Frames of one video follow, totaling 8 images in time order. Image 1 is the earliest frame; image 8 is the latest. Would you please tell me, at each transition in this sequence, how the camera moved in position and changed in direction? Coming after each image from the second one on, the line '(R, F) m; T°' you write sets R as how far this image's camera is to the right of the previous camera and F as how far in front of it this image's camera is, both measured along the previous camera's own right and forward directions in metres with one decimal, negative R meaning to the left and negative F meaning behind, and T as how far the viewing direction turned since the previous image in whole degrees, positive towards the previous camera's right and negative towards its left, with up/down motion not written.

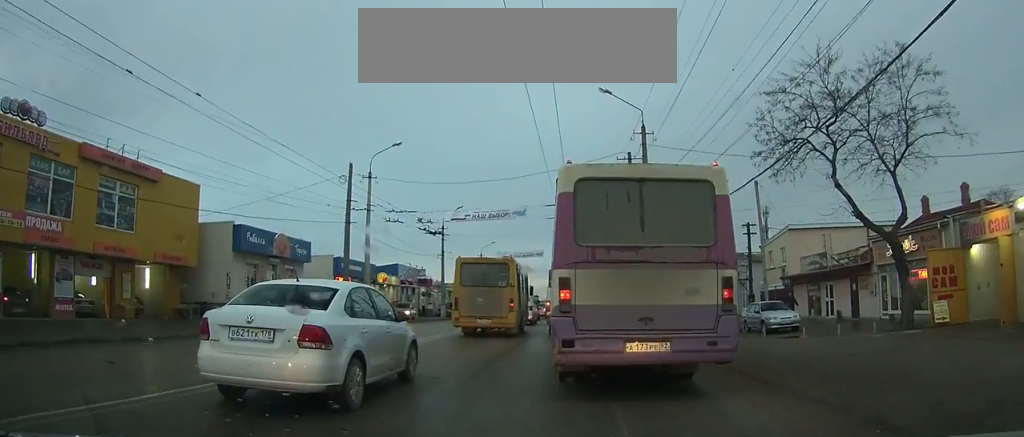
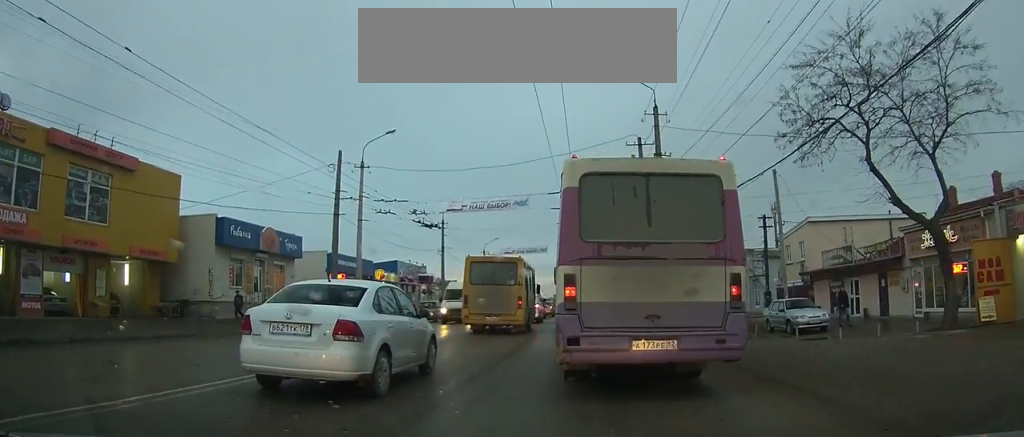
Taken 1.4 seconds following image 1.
(0.0, +2.1) m; -1°
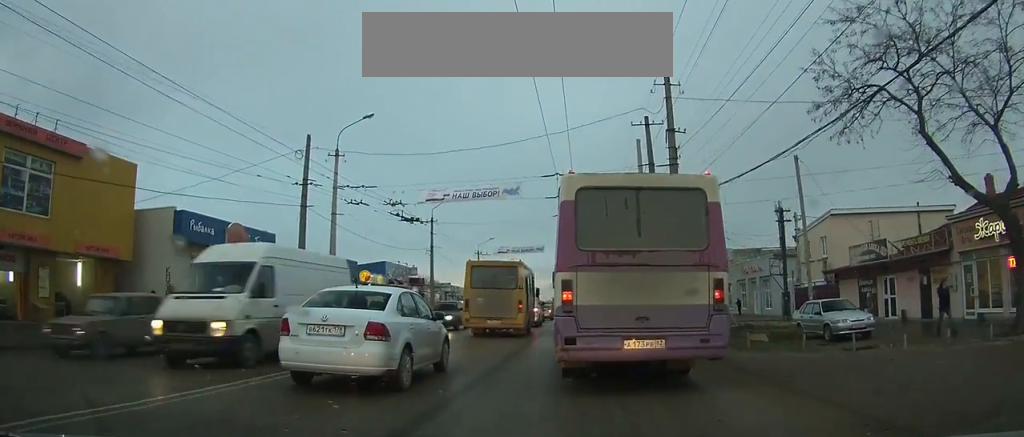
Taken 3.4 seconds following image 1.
(0.0, +3.6) m; 0°
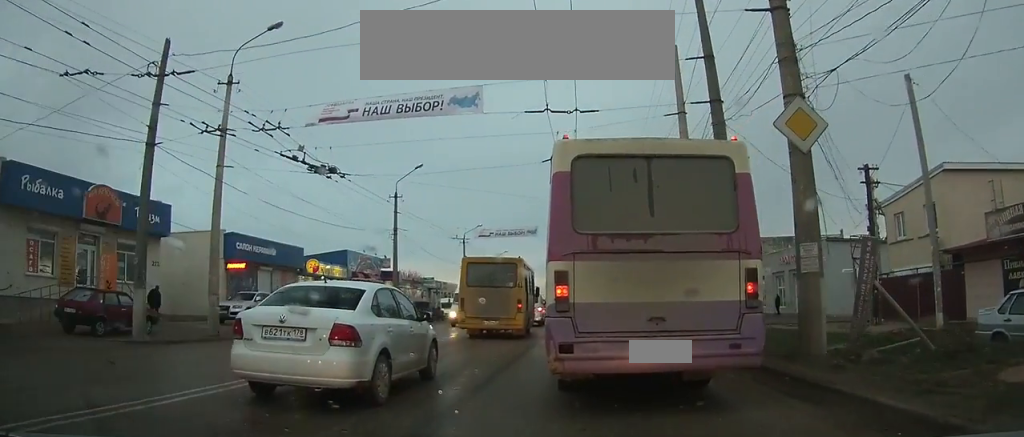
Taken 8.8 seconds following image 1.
(-0.4, +10.1) m; -6°
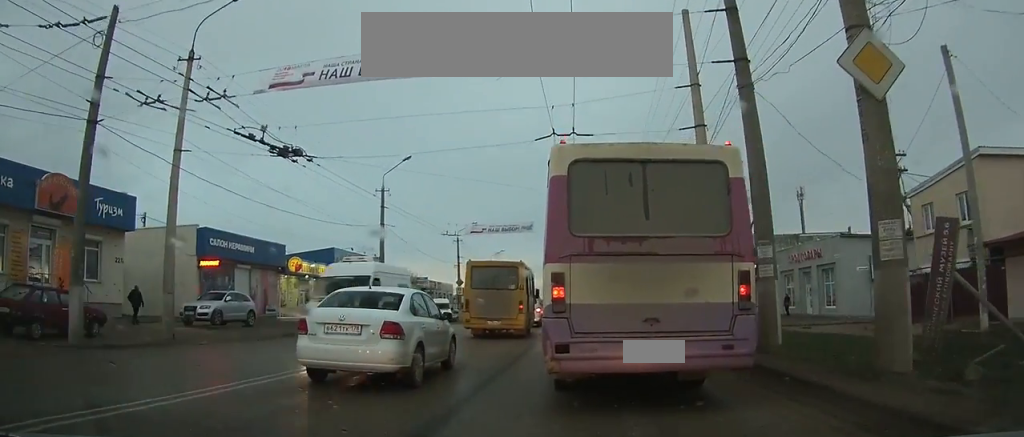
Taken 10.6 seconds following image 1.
(-0.1, +3.2) m; -1°
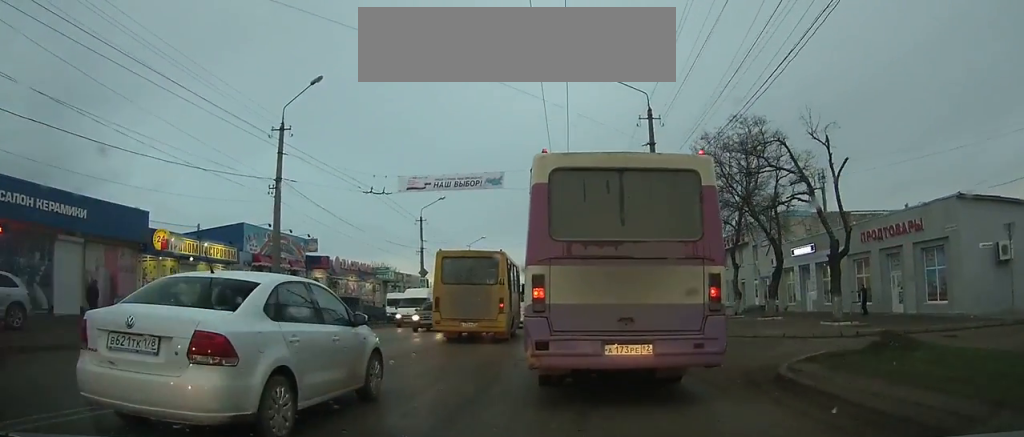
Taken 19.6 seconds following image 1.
(+1.0, +13.9) m; +9°
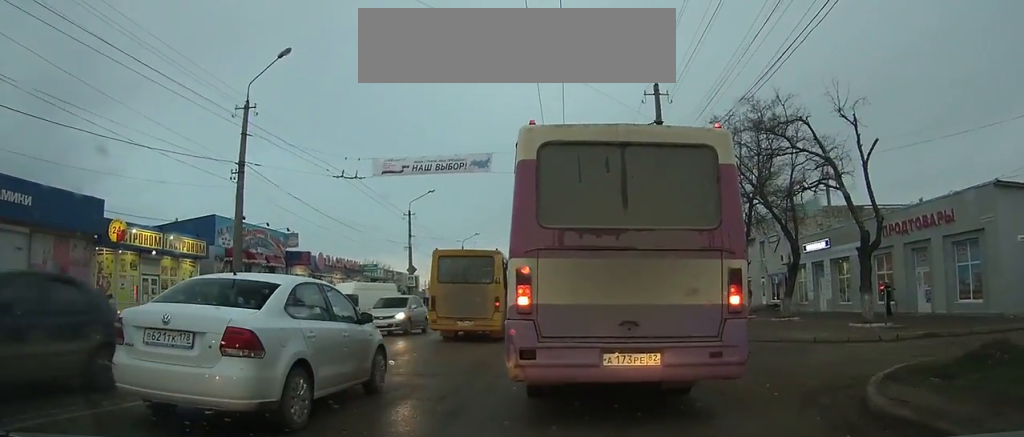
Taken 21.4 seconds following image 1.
(+0.1, +2.1) m; +2°
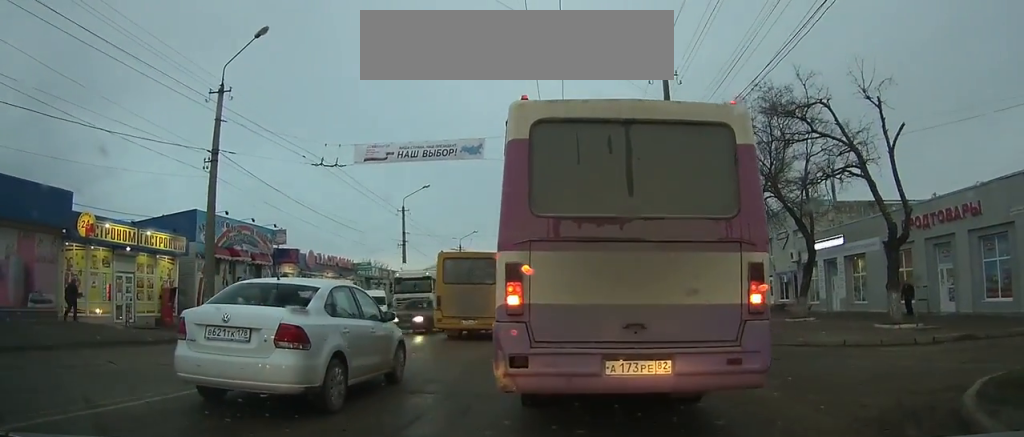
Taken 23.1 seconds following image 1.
(0.0, +1.7) m; 0°
